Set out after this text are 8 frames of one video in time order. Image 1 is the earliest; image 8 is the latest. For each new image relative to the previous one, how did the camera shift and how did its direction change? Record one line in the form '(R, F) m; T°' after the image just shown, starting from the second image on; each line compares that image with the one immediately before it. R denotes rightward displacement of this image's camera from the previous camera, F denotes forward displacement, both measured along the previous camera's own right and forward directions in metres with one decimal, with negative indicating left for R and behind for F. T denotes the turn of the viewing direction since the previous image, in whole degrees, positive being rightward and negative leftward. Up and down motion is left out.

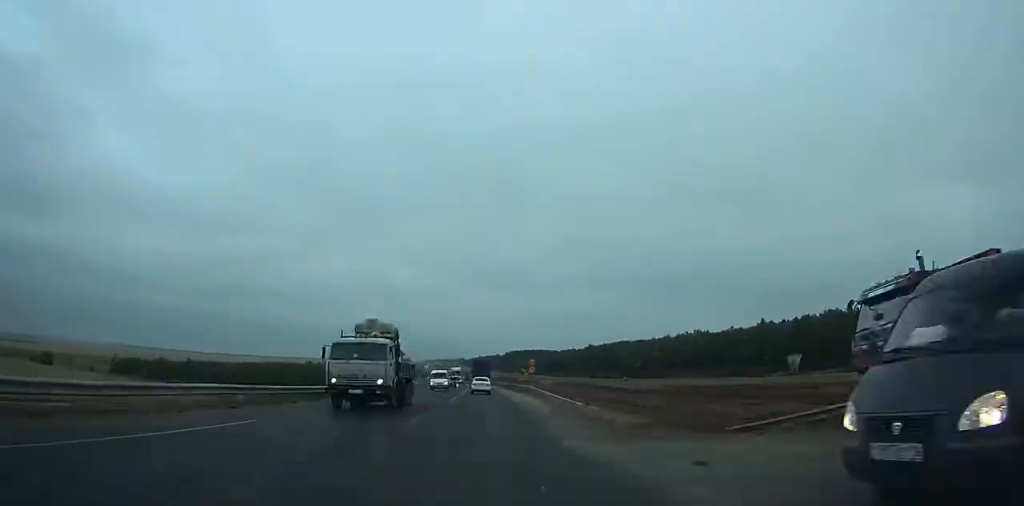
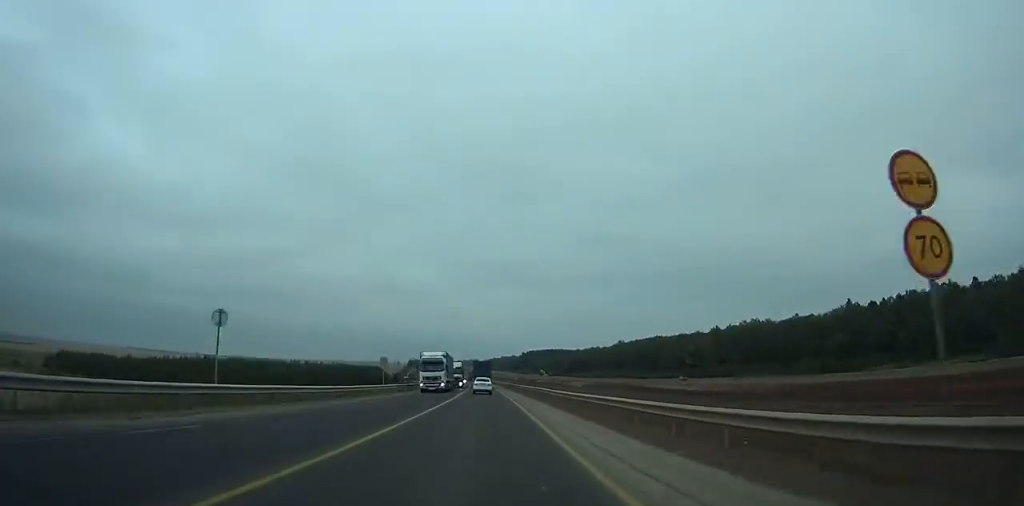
(+9.9, +56.0) m; +6°
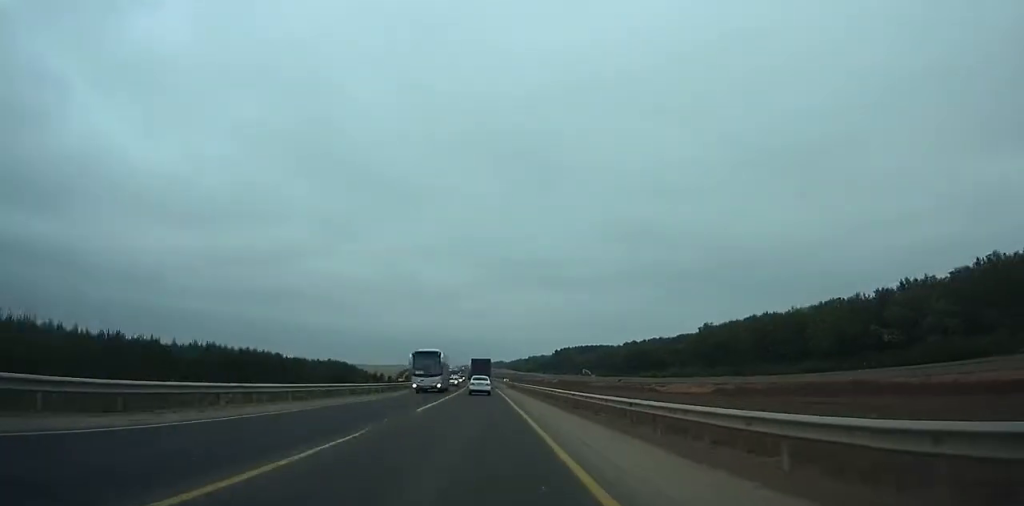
(-54.8, +109.9) m; -40°
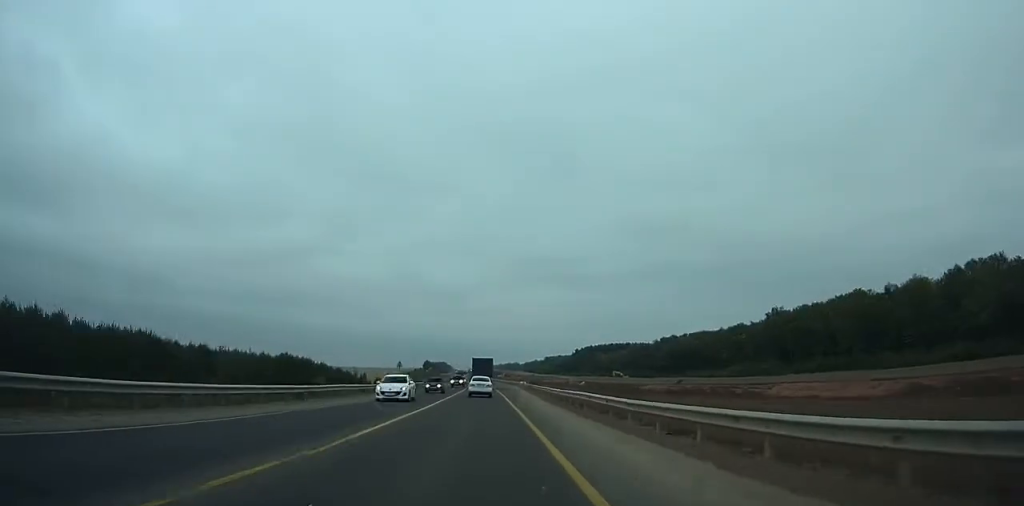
(+3.2, +61.6) m; +8°
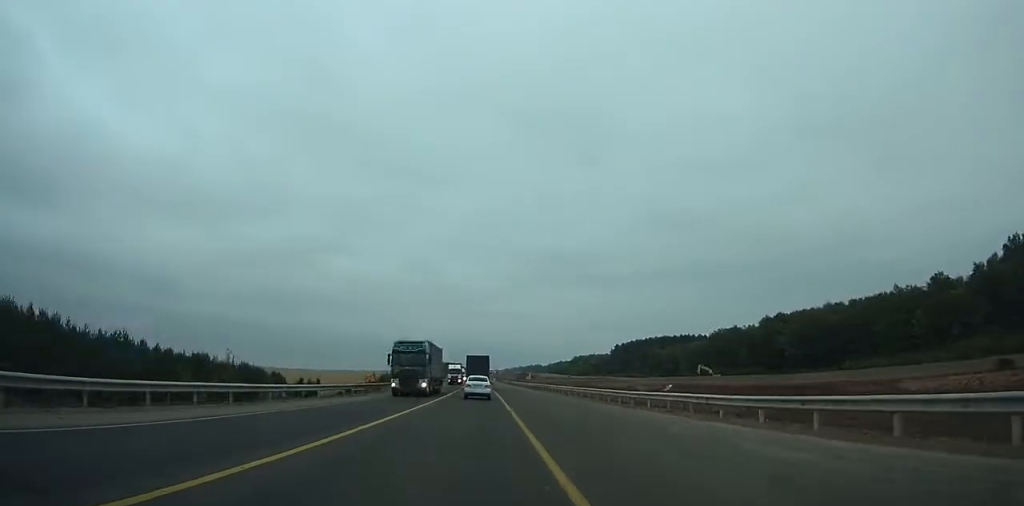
(+11.8, +114.2) m; +5°
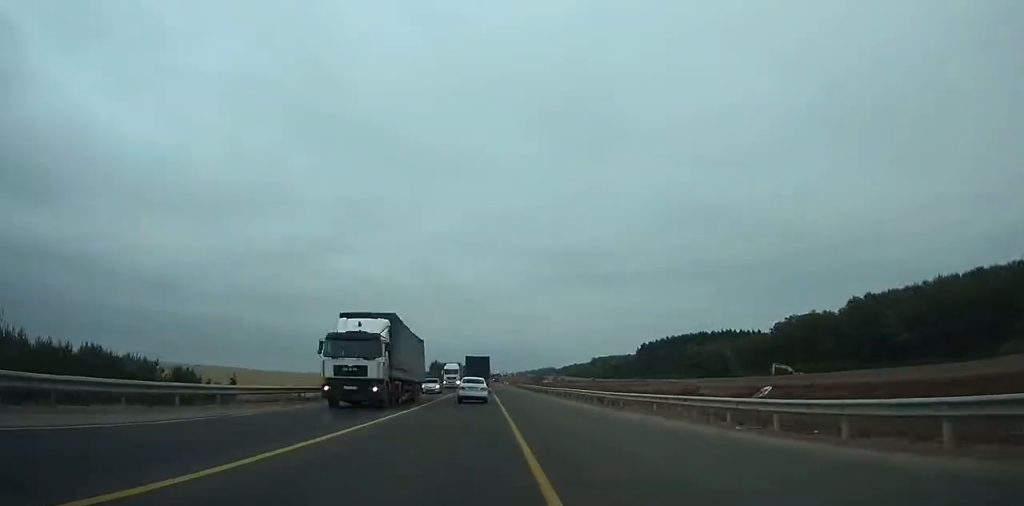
(-0.7, +53.1) m; -1°
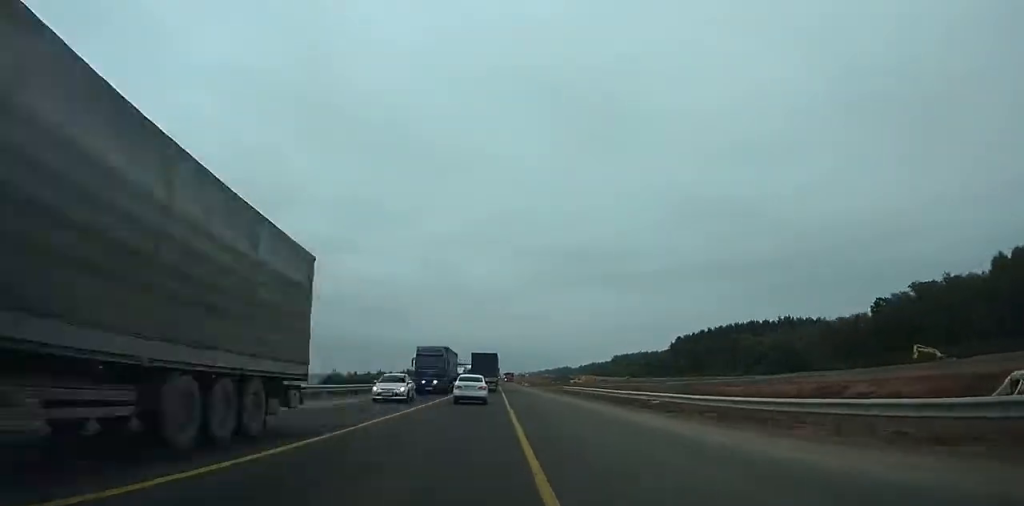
(-0.1, +56.0) m; -1°
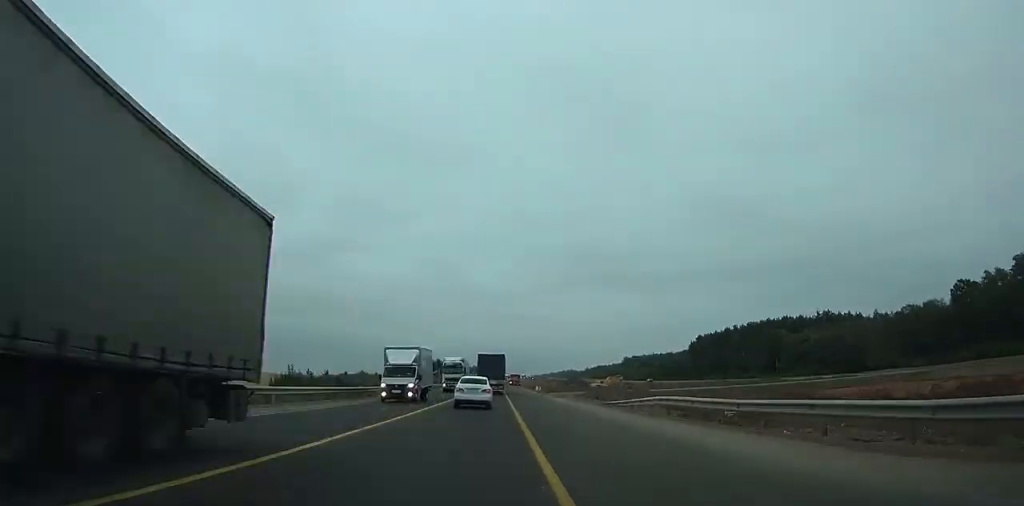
(-0.2, +30.6) m; 0°
